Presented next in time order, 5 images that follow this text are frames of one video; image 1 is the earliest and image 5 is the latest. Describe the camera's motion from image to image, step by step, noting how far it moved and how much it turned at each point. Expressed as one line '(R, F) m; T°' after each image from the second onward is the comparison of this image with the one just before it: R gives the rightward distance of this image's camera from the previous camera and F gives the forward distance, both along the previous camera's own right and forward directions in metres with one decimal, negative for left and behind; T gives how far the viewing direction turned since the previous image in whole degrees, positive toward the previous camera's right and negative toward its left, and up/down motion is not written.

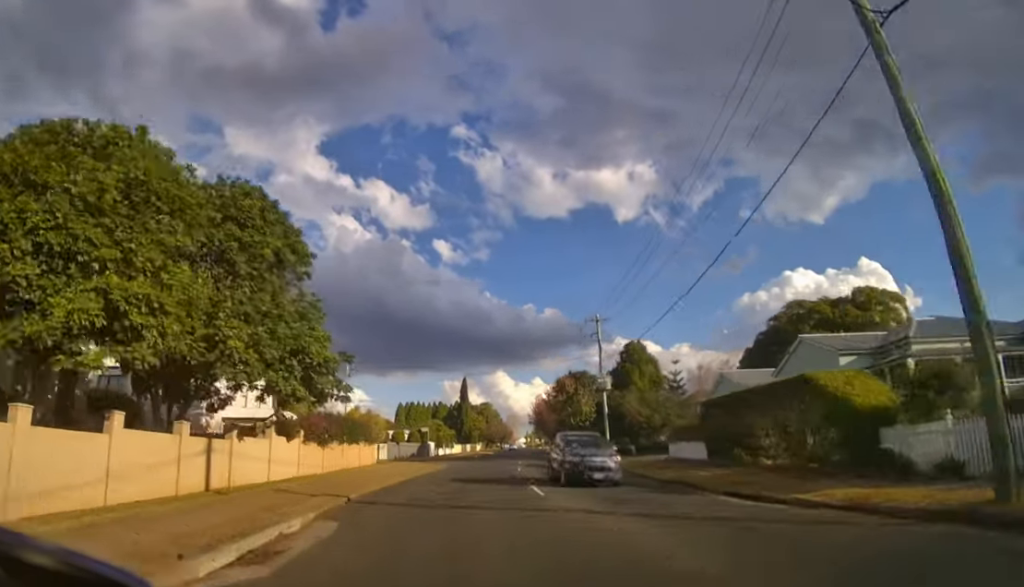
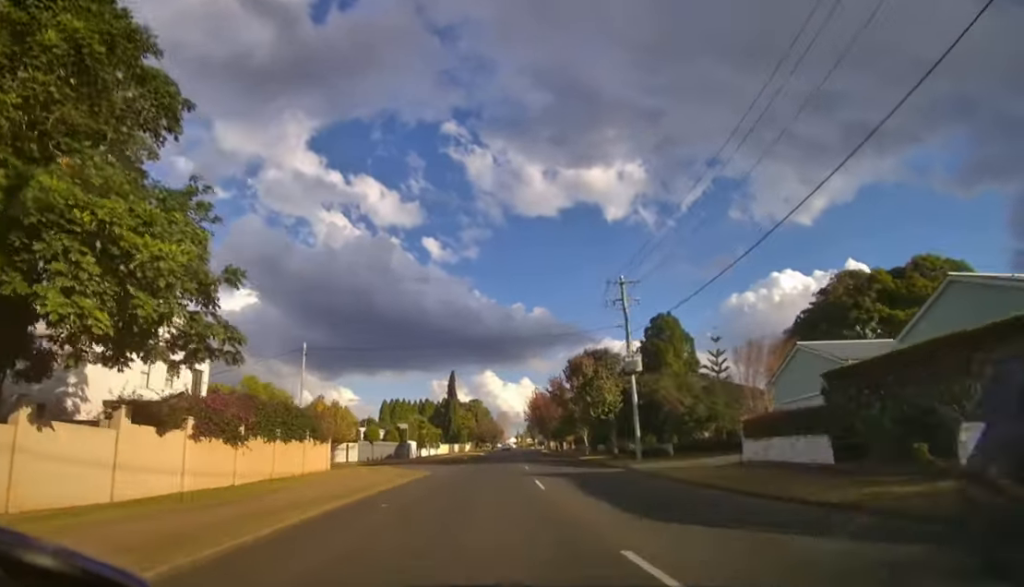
(+0.1, +9.9) m; +1°
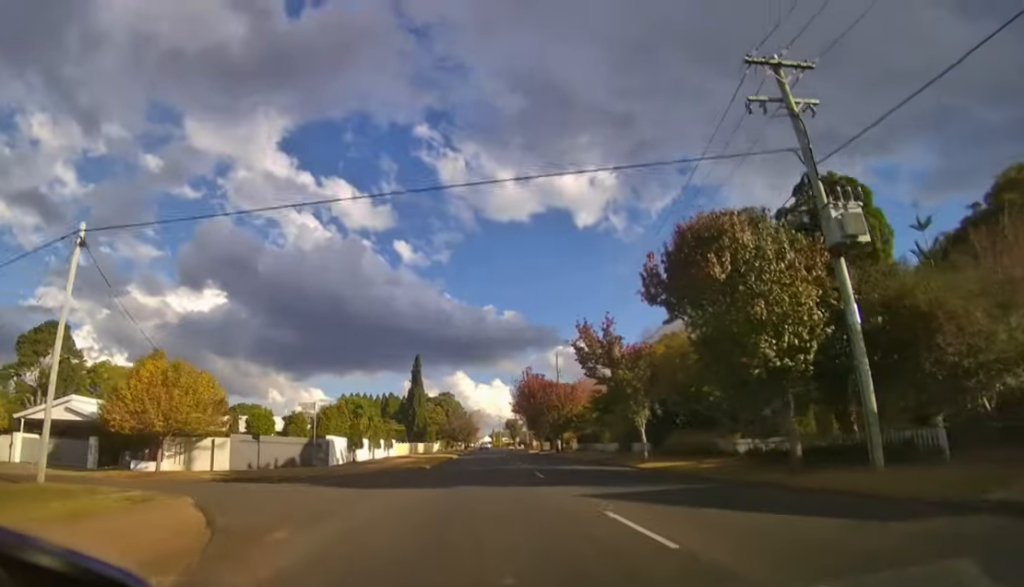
(+0.4, +21.8) m; +3°
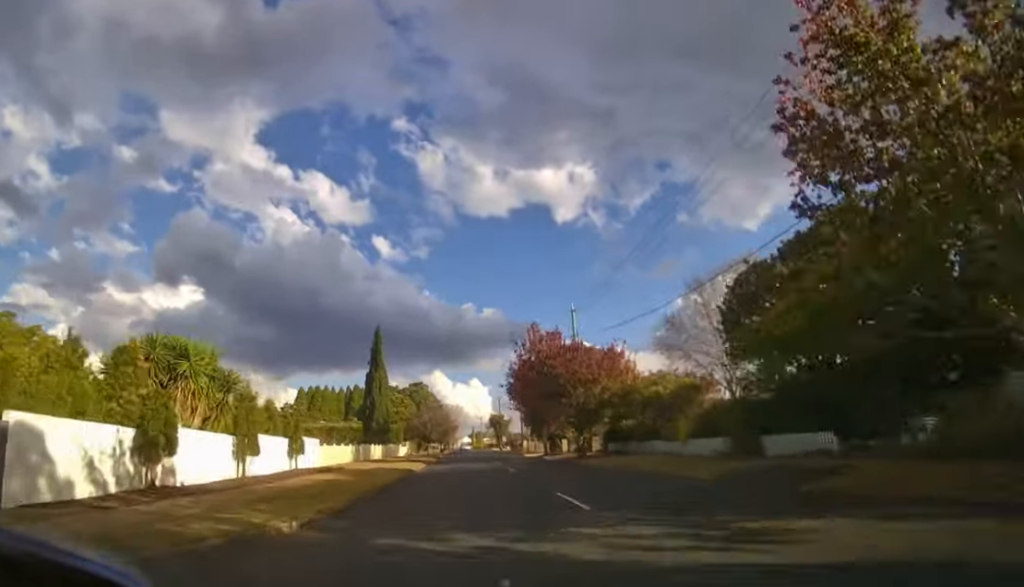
(+0.6, +20.9) m; +2°
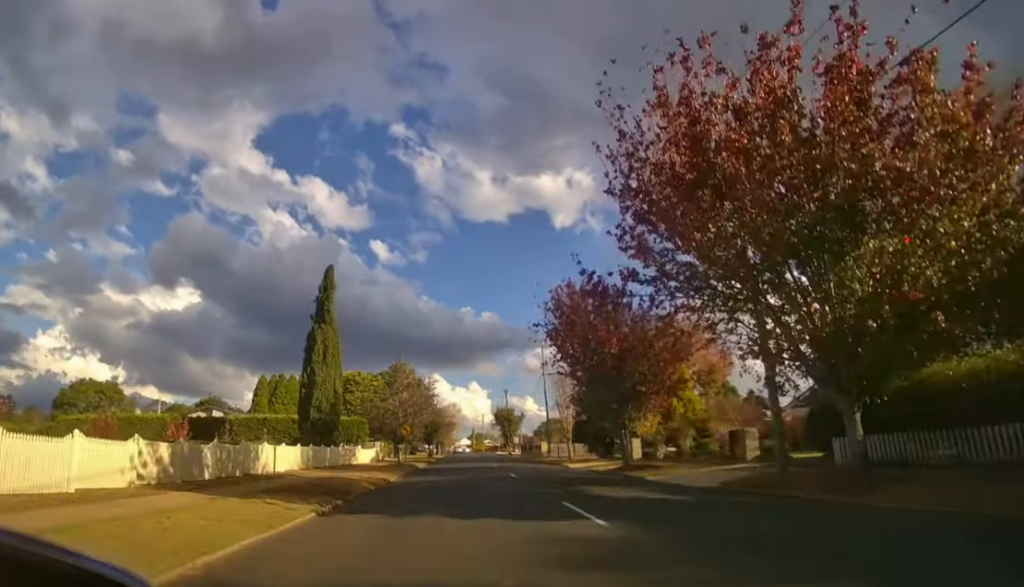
(+0.5, +27.5) m; +2°
